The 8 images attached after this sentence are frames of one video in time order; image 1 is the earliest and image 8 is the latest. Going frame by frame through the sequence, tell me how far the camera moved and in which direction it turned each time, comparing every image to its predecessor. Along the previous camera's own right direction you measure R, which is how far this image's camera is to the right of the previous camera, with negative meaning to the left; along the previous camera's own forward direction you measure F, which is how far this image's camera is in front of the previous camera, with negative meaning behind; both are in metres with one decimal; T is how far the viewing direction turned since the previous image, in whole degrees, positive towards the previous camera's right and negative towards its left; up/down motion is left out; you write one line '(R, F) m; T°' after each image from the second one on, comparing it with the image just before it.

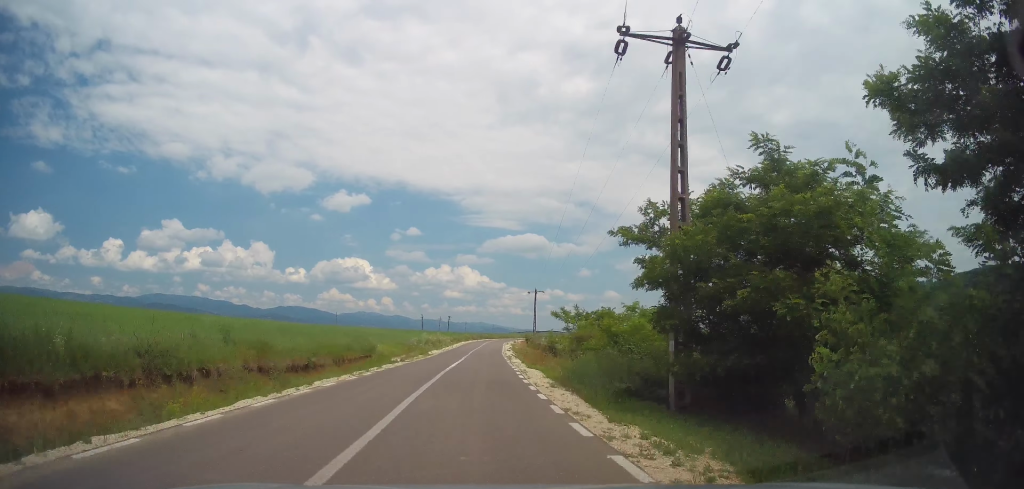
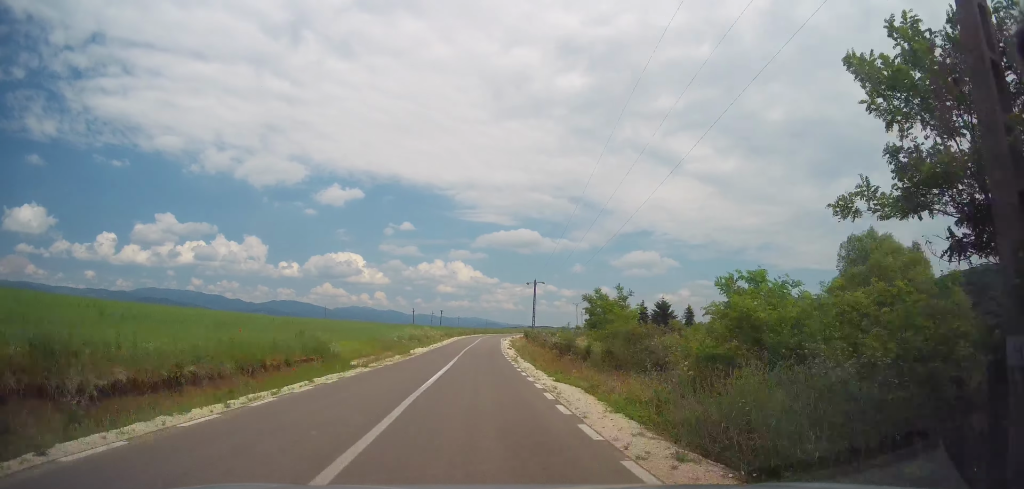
(+0.2, +9.1) m; +1°
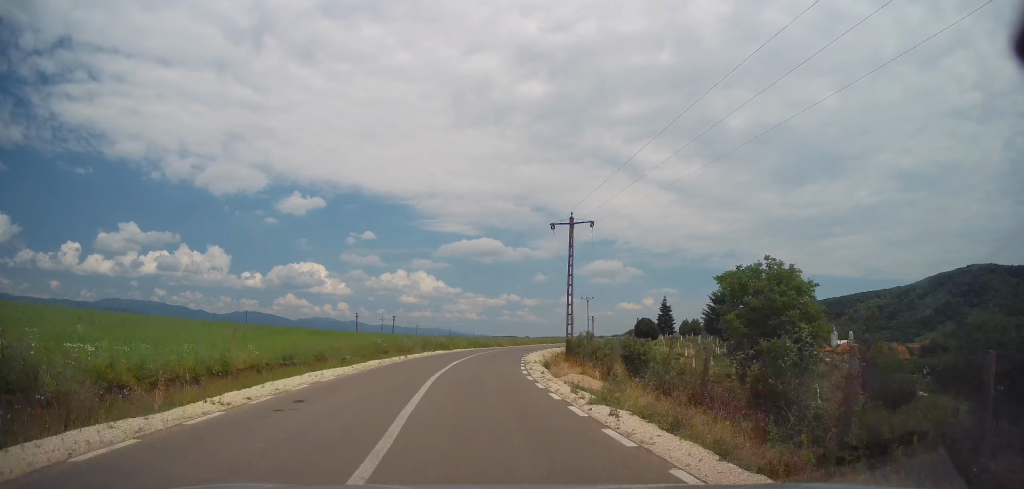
(+0.9, +55.7) m; +3°
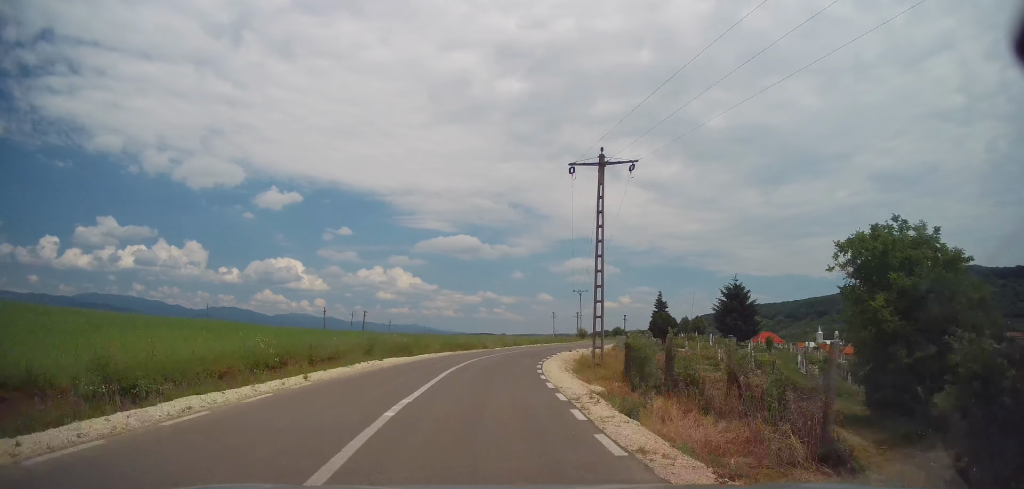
(+0.2, +14.3) m; +3°
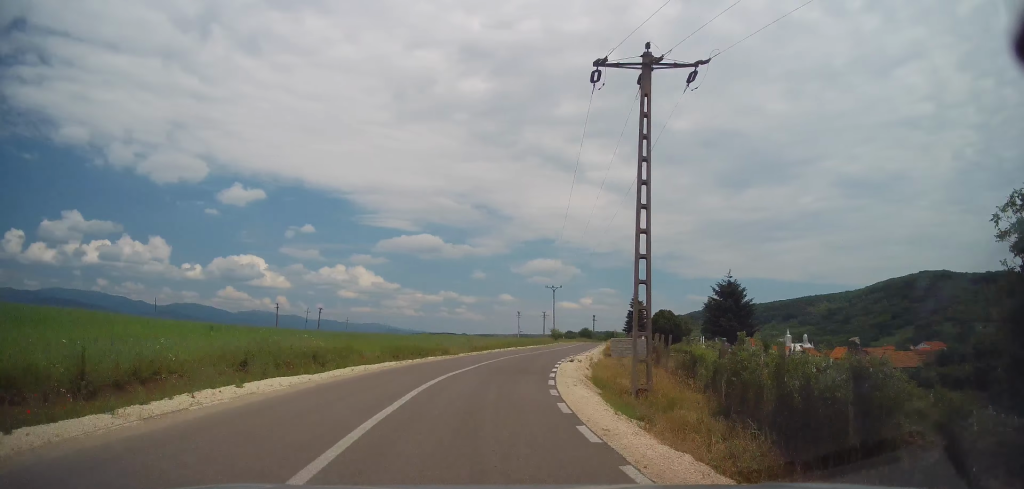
(+0.1, +10.7) m; +3°
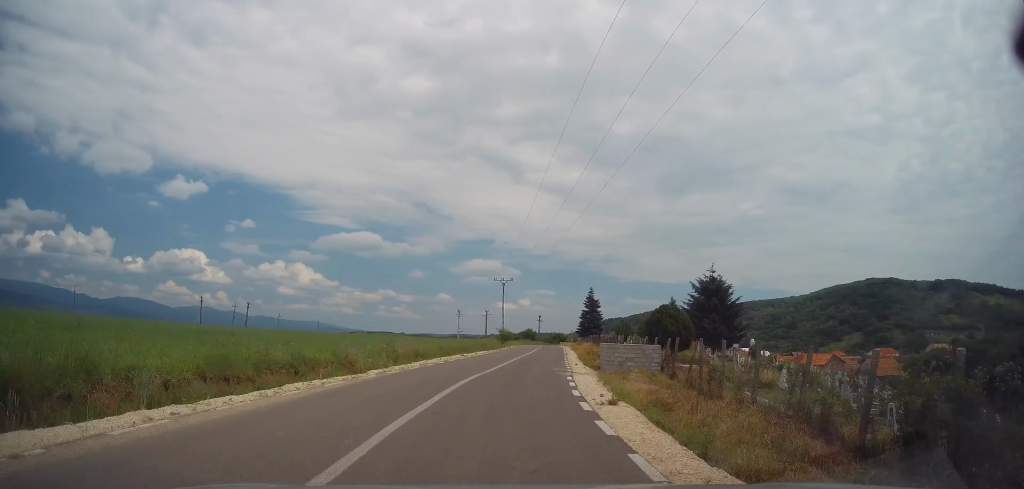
(+0.6, +13.1) m; +4°
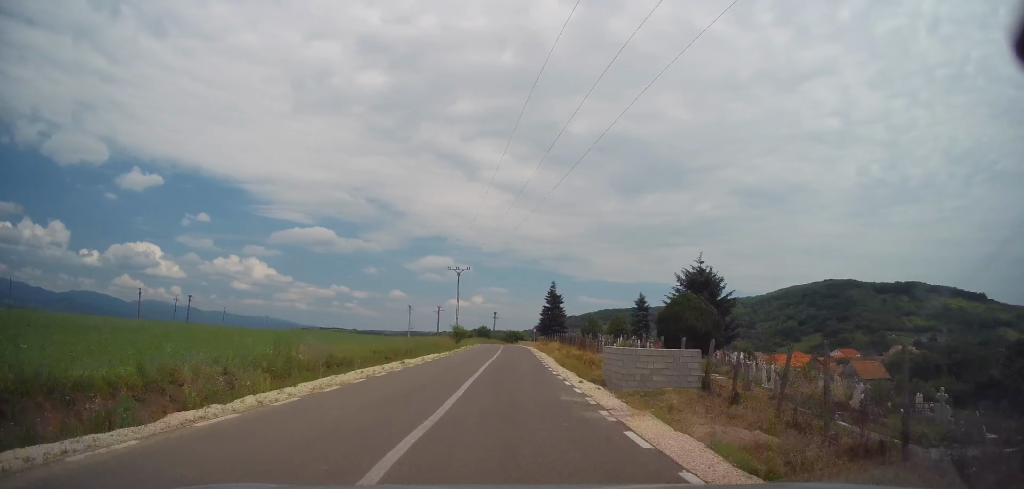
(0.0, +10.2) m; +4°
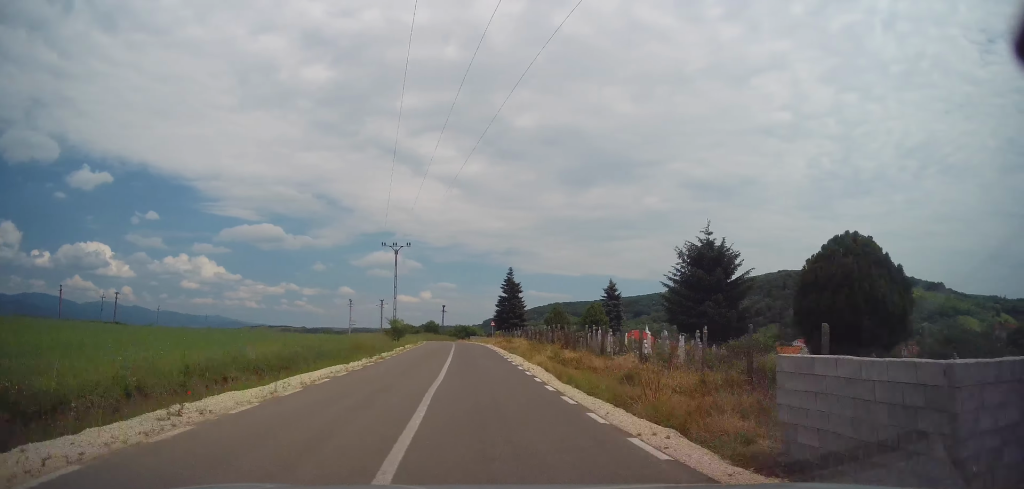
(+0.9, +14.2) m; +5°
